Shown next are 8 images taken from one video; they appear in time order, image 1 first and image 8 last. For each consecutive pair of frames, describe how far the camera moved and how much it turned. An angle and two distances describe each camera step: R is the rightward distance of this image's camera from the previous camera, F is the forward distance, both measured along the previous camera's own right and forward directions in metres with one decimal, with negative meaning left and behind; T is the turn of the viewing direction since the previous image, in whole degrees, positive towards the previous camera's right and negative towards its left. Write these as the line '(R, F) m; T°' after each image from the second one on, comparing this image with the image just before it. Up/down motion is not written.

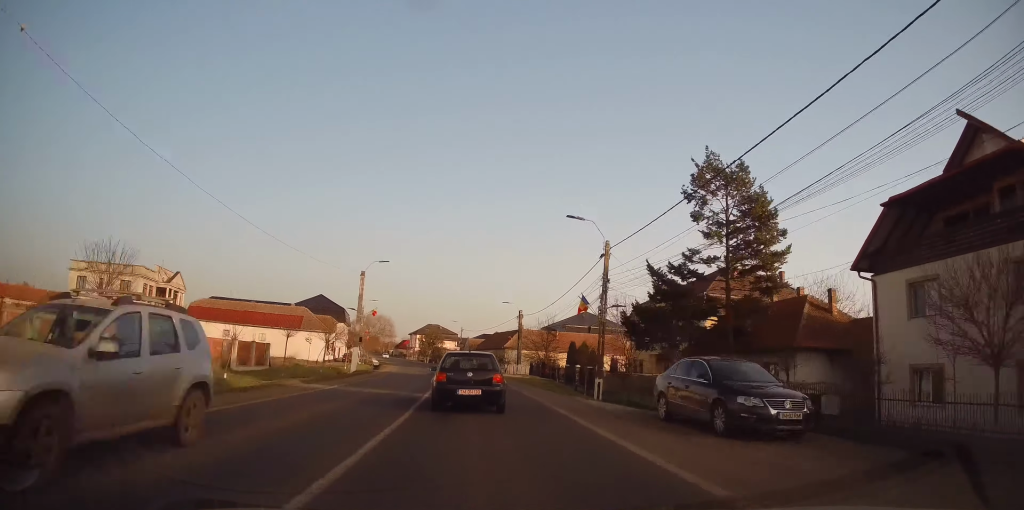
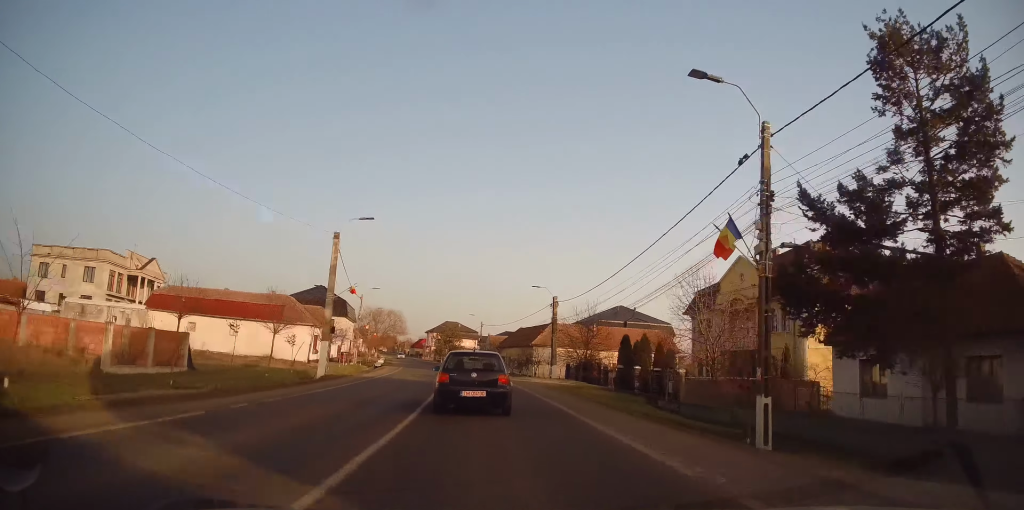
(0.0, +13.3) m; -2°
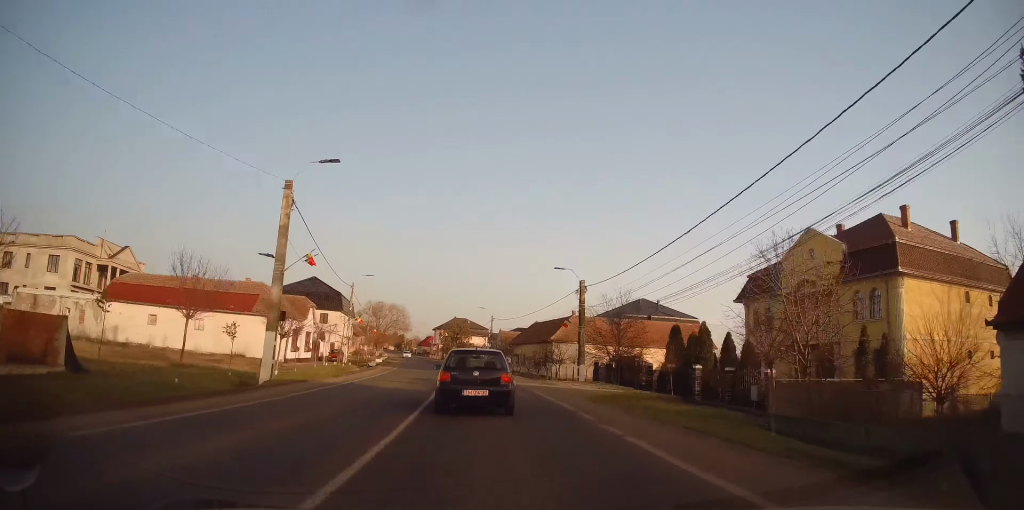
(-0.1, +9.0) m; -2°
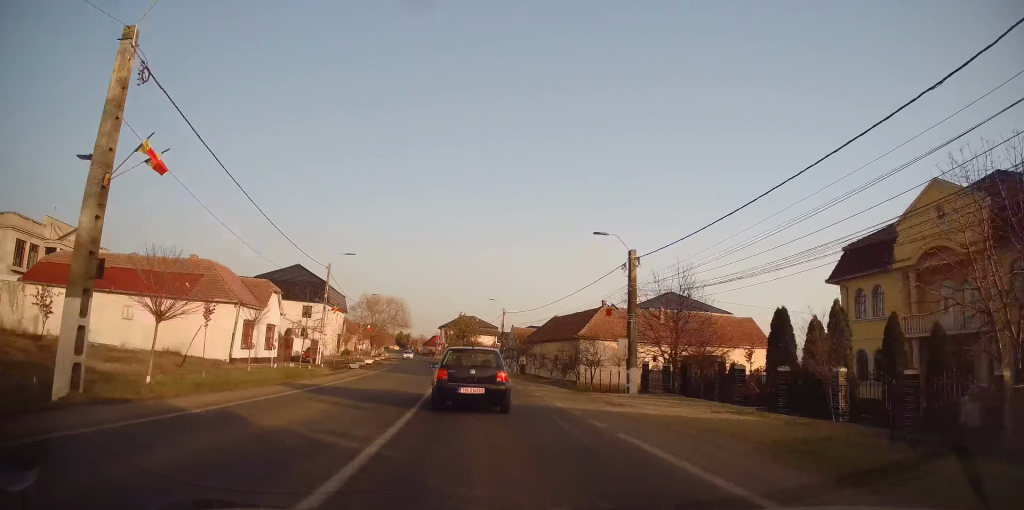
(-0.5, +11.9) m; -3°
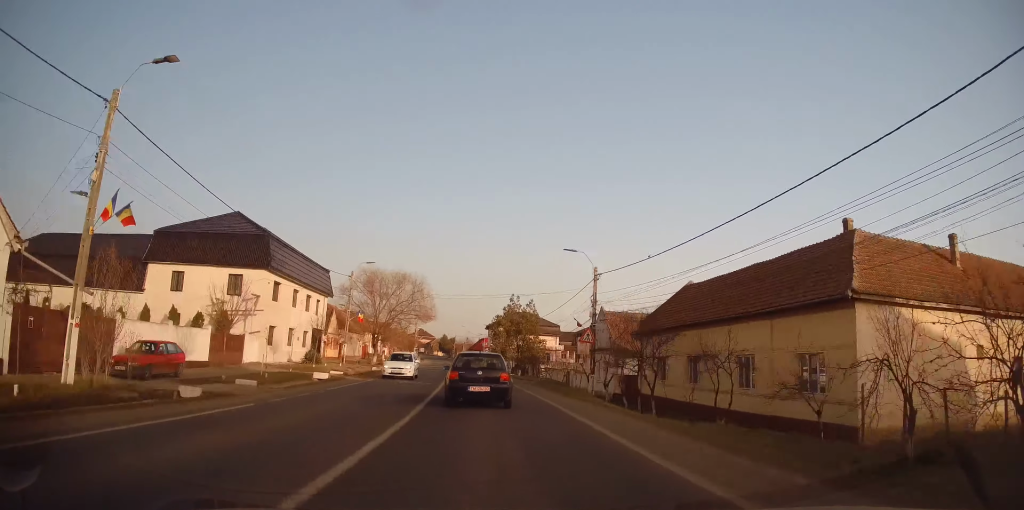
(-0.6, +32.6) m; -3°
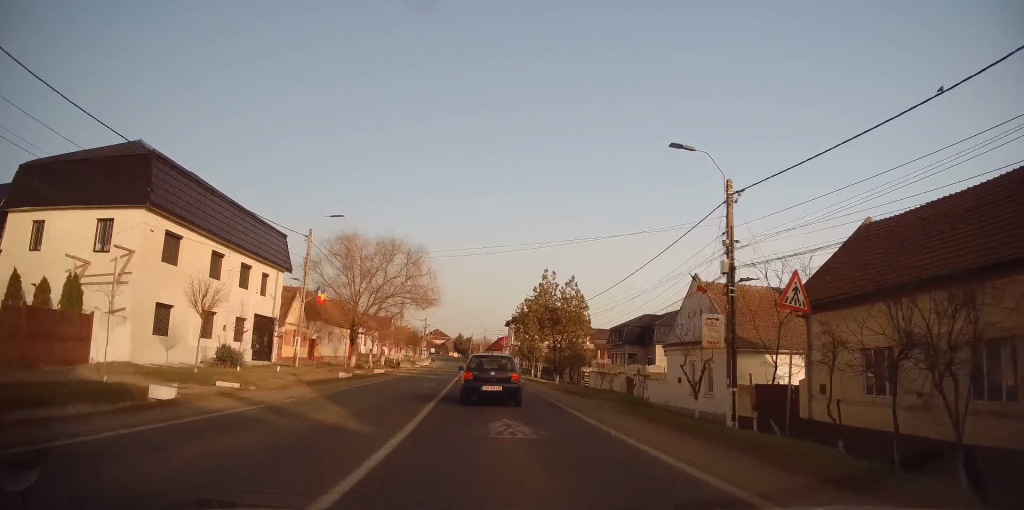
(-0.6, +16.4) m; -4°
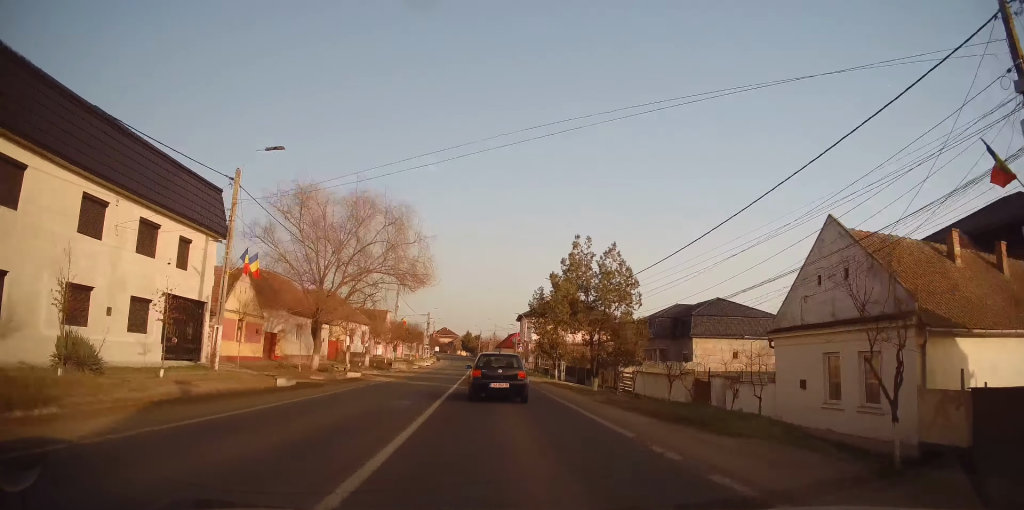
(-0.3, +10.8) m; -2°
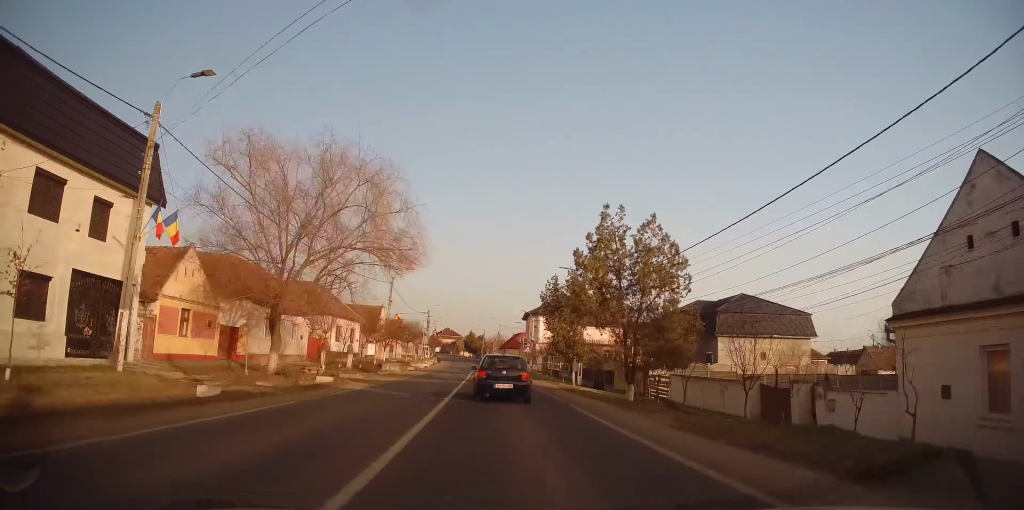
(-0.1, +6.5) m; -1°
